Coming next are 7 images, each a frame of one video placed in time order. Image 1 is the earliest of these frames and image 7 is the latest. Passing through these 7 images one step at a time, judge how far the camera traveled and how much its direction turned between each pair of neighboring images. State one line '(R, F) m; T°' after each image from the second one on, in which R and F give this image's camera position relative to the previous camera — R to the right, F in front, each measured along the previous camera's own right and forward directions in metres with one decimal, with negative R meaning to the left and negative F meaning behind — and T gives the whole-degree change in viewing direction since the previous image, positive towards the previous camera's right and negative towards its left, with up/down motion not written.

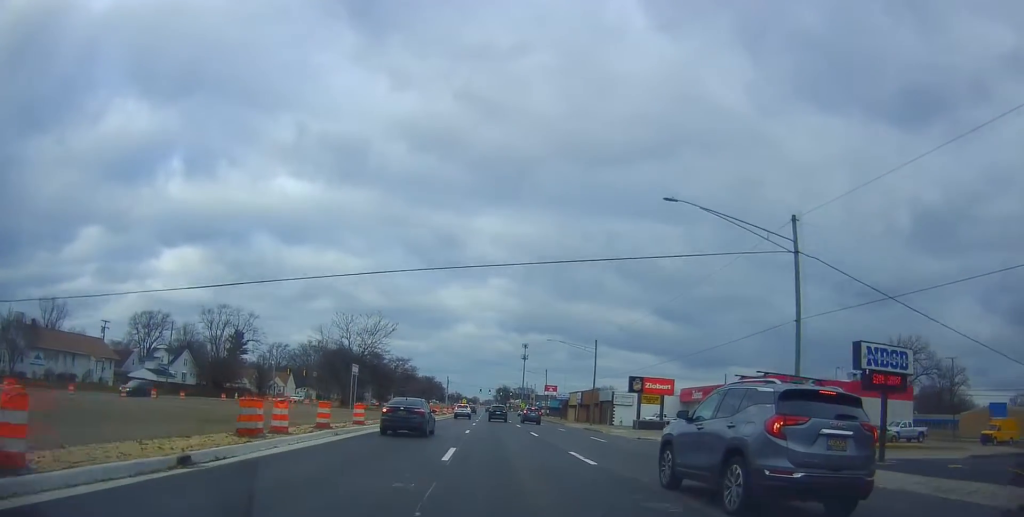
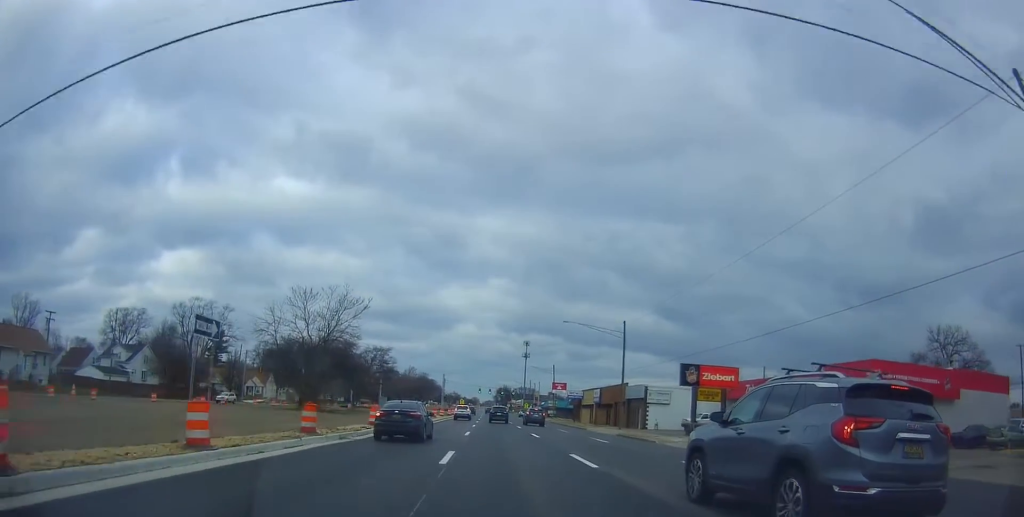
(-0.3, +15.3) m; 0°
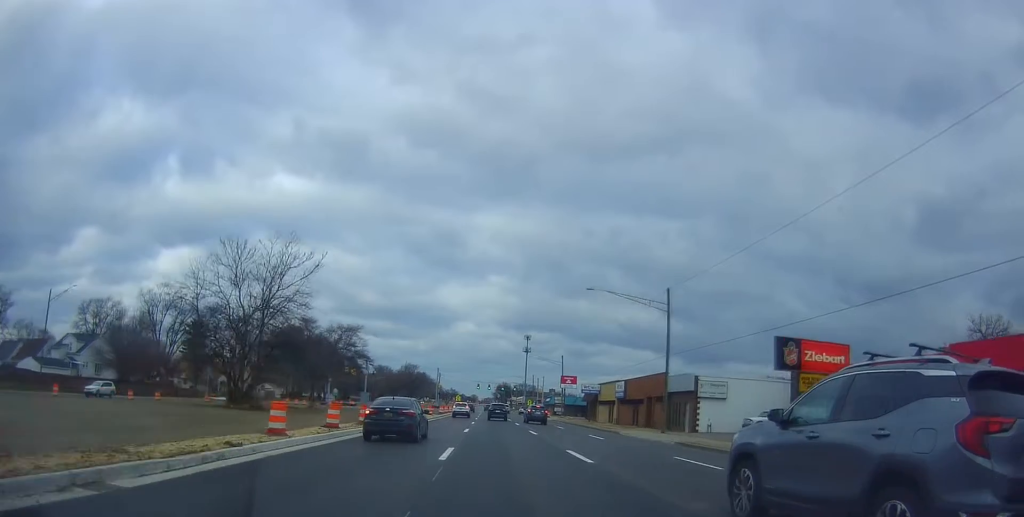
(+0.1, +14.4) m; +1°
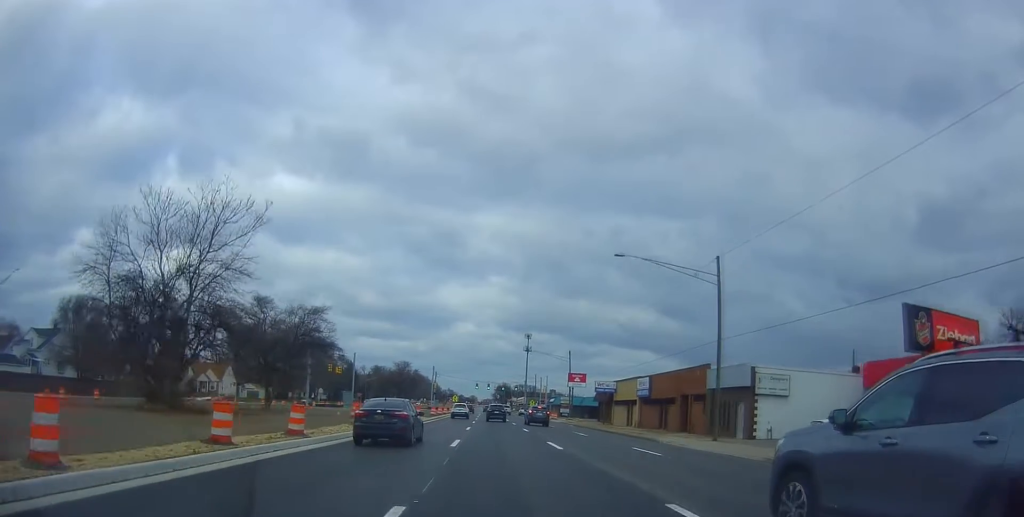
(+0.1, +10.0) m; +1°
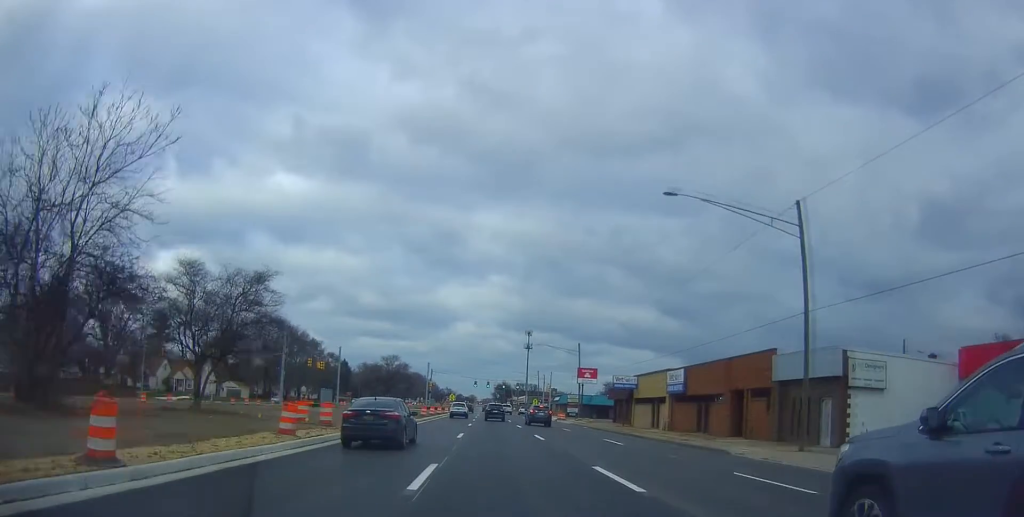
(0.0, +9.9) m; 0°
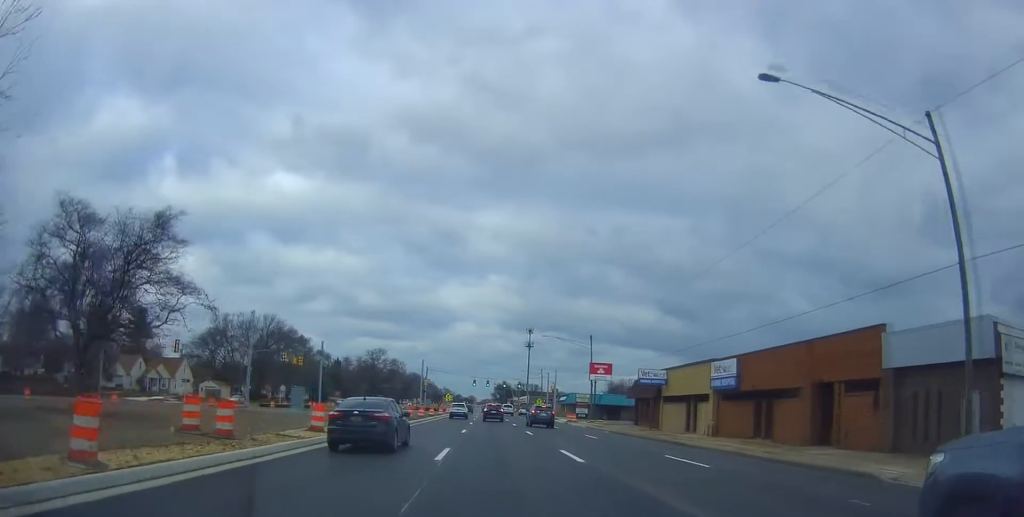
(0.0, +9.8) m; 0°
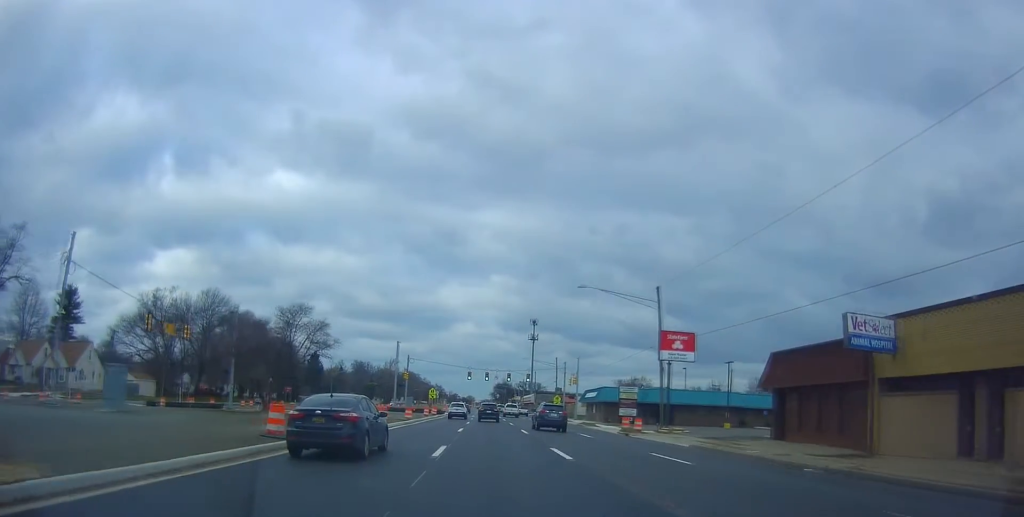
(0.0, +29.4) m; -2°
